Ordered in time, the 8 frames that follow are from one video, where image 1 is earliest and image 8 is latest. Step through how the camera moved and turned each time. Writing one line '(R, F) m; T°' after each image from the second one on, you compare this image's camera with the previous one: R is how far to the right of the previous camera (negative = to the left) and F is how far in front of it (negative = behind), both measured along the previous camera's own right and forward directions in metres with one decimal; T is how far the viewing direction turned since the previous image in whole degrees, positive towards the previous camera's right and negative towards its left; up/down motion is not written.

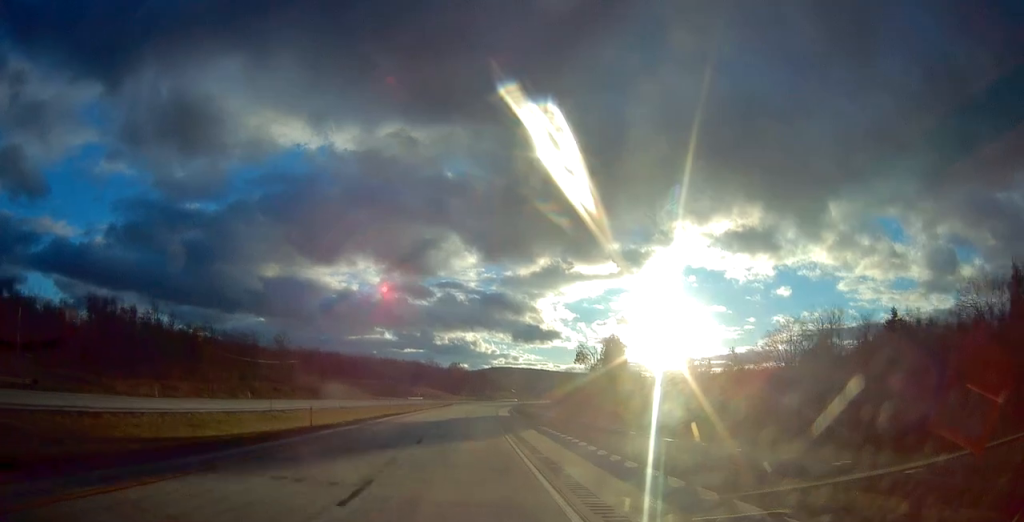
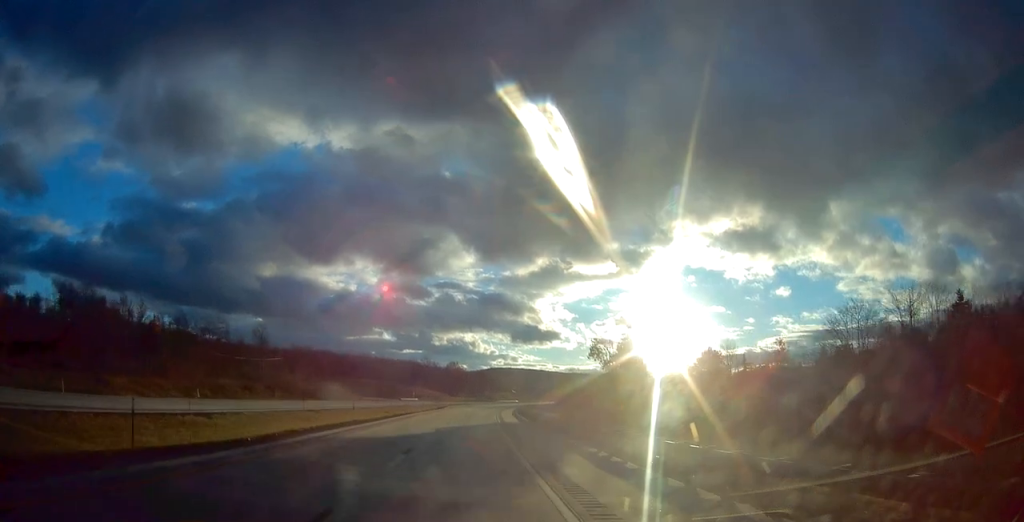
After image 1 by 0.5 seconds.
(+0.1, +15.4) m; 0°
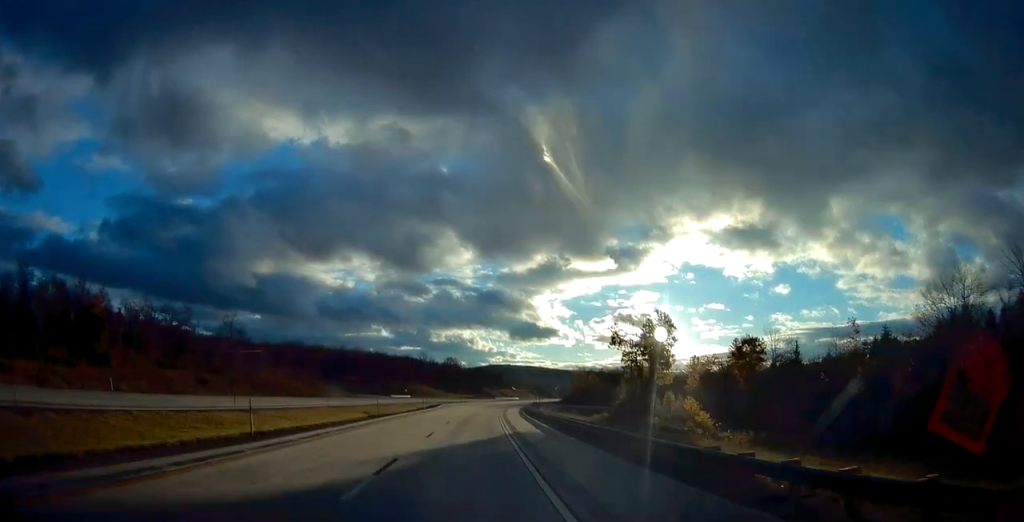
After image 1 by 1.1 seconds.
(0.0, +17.4) m; 0°
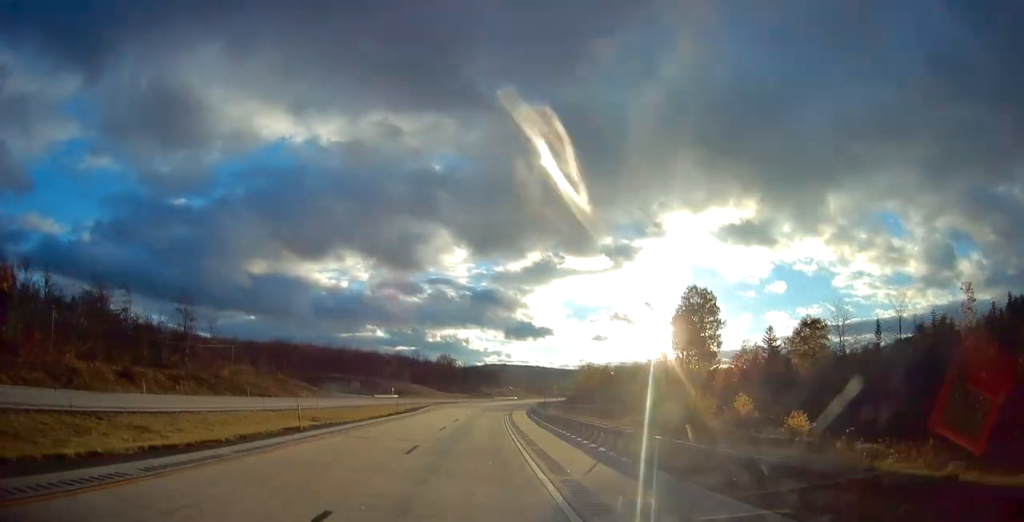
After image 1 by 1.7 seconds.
(-0.1, +19.4) m; 0°
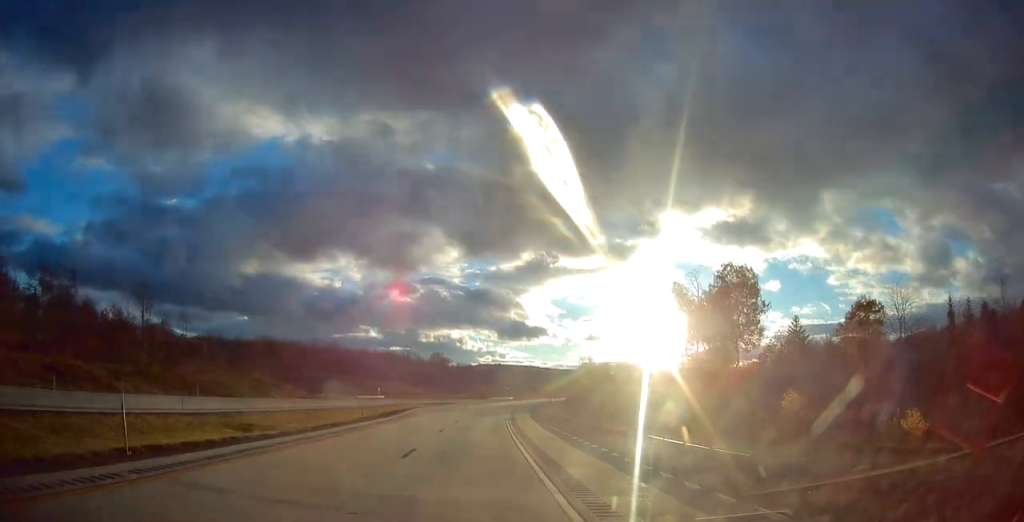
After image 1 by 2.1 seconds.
(+0.1, +13.2) m; +1°
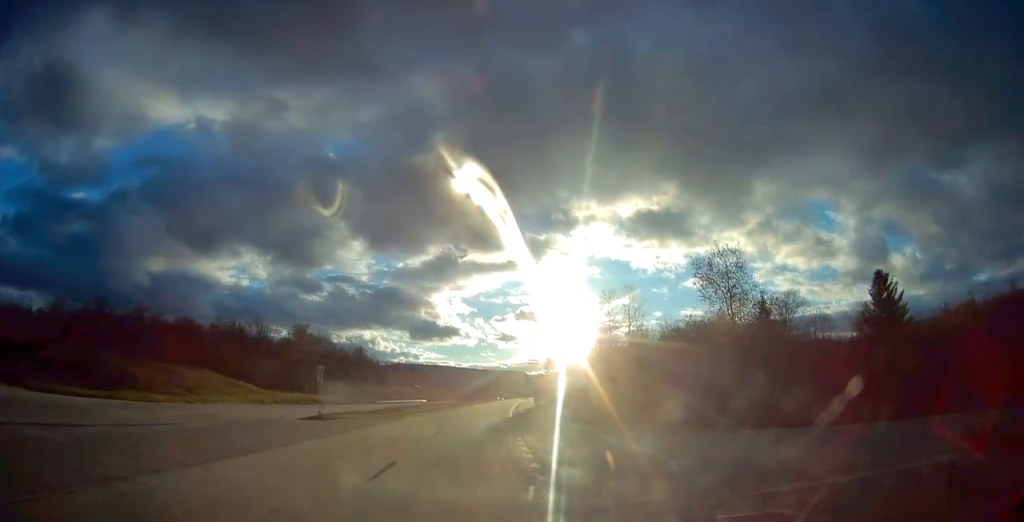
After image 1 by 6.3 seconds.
(+7.9, +125.8) m; +8°
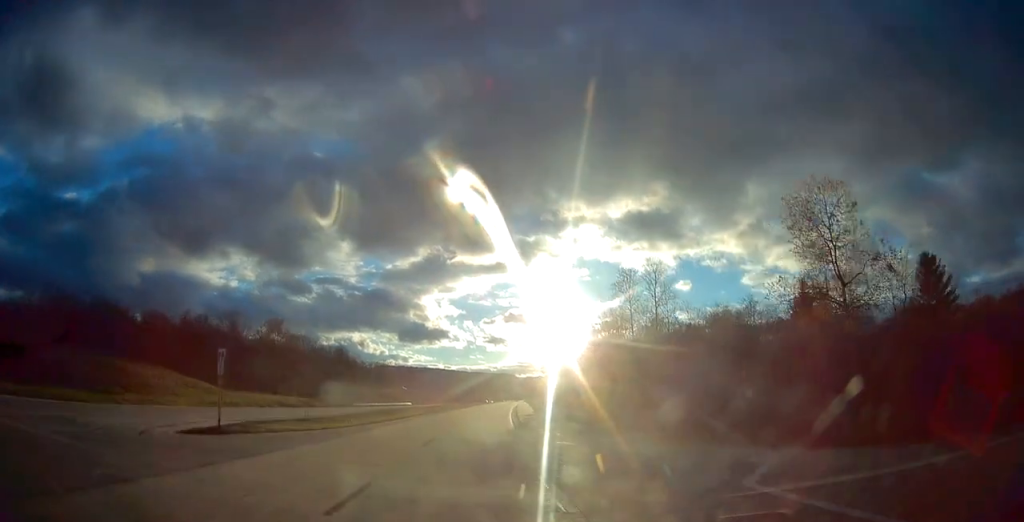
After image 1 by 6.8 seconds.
(+0.2, +15.3) m; +1°
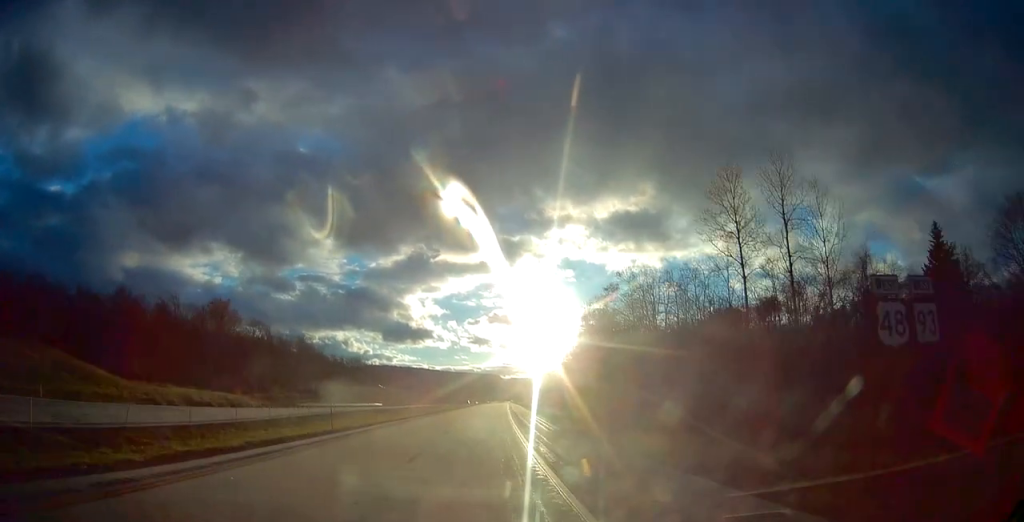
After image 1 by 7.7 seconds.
(+0.2, +29.4) m; +1°
